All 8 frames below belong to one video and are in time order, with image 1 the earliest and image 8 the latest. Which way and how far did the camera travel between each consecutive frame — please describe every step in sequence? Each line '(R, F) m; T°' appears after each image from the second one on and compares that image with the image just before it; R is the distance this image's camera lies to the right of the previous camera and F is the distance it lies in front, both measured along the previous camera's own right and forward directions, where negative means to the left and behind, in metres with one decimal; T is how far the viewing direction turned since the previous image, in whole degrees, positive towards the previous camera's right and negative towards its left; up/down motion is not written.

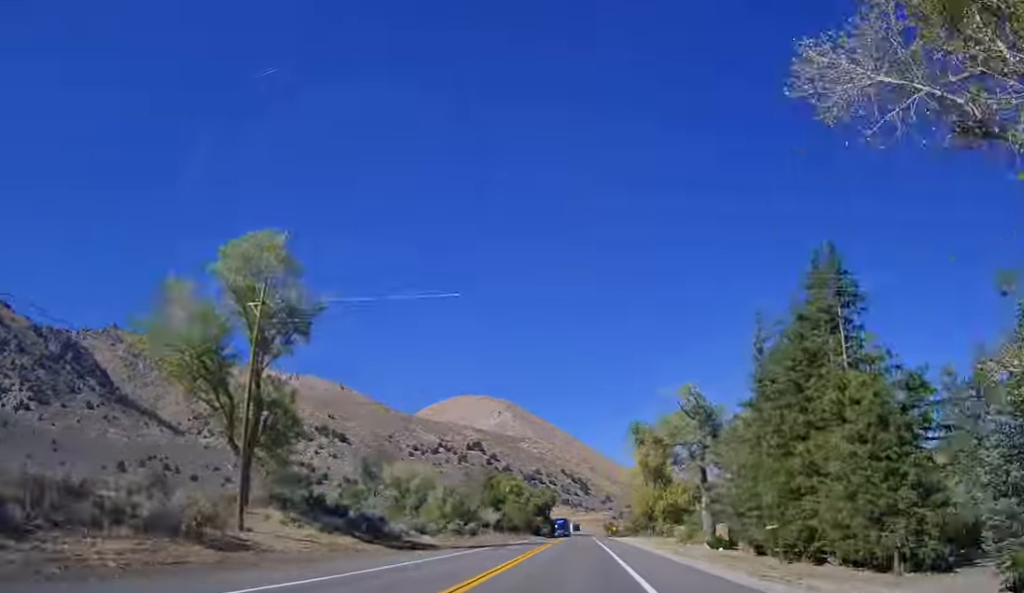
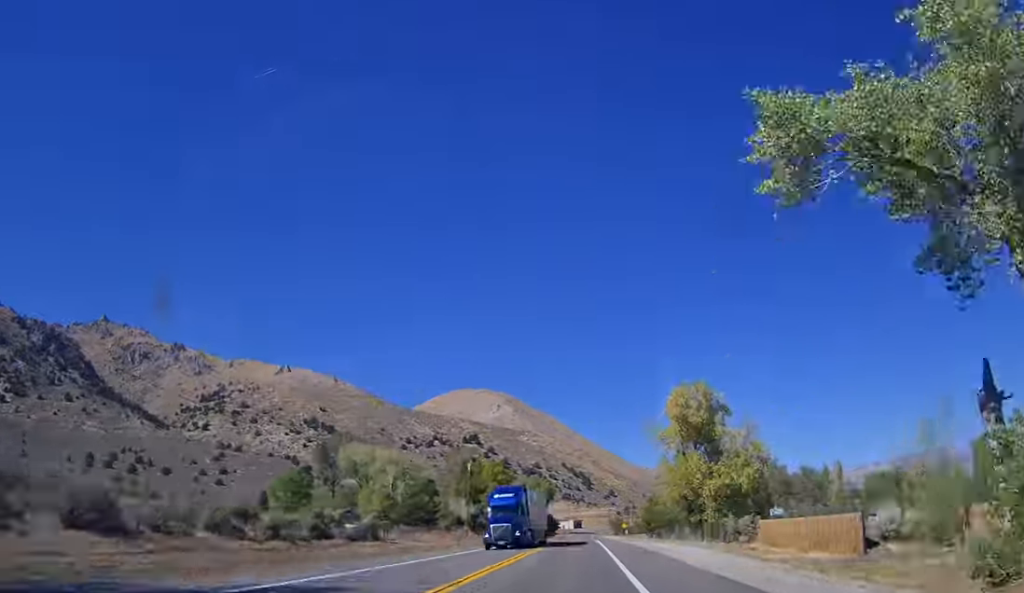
(-0.4, +43.9) m; 0°
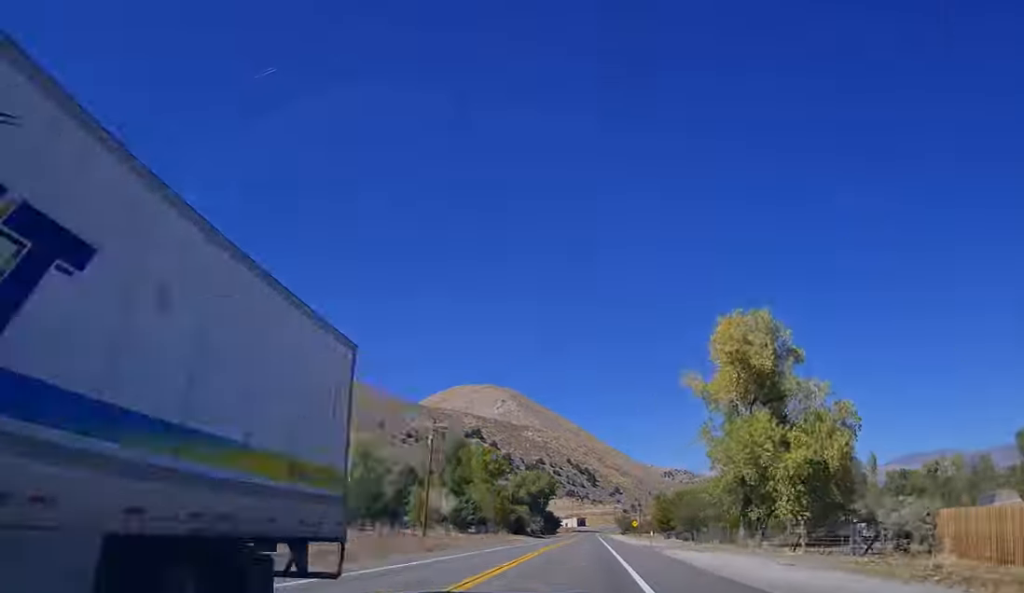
(+0.1, +24.4) m; 0°
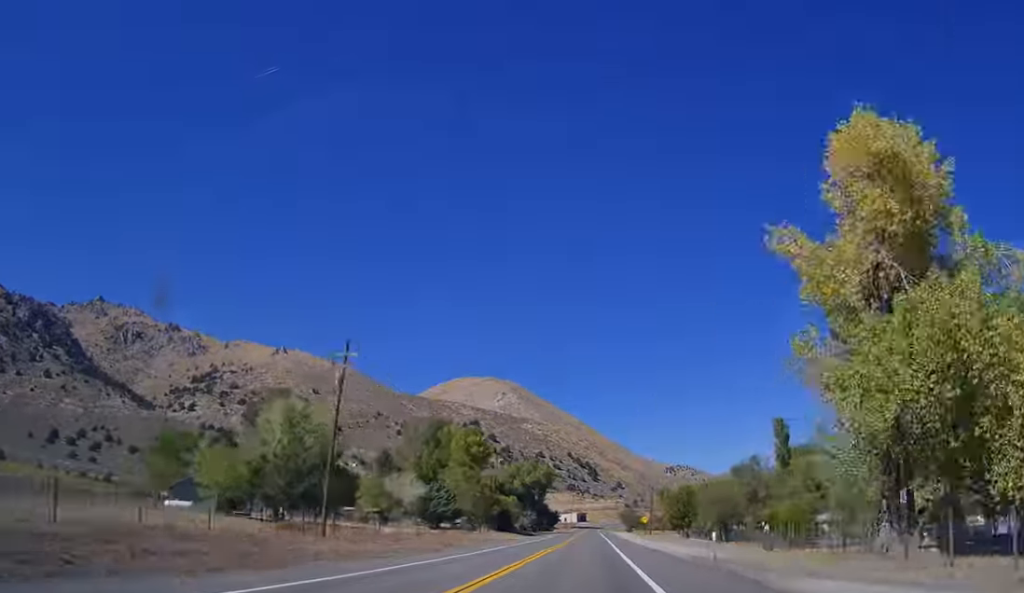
(0.0, +24.4) m; 0°
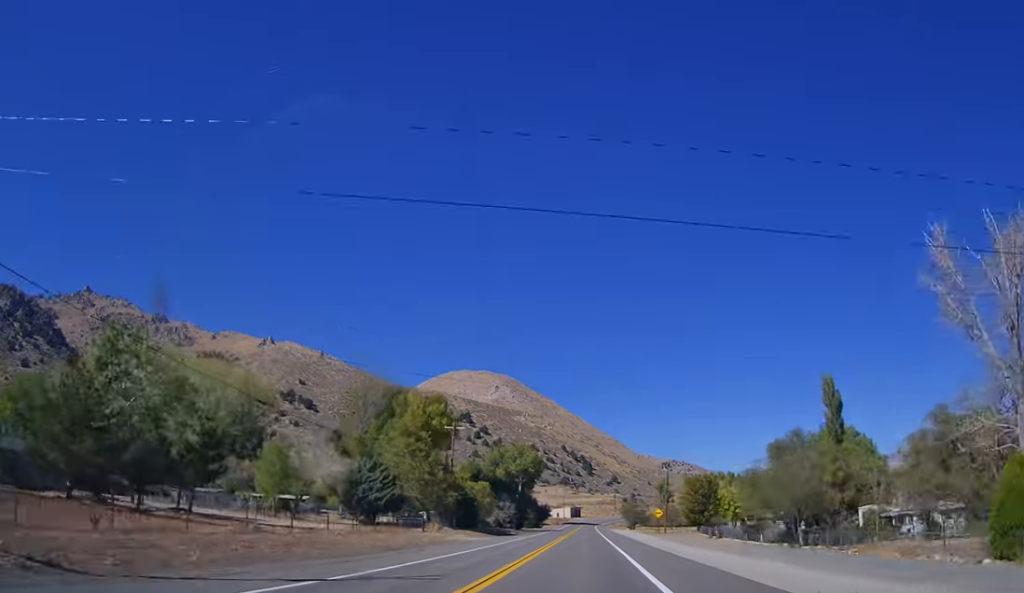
(0.0, +29.3) m; 0°
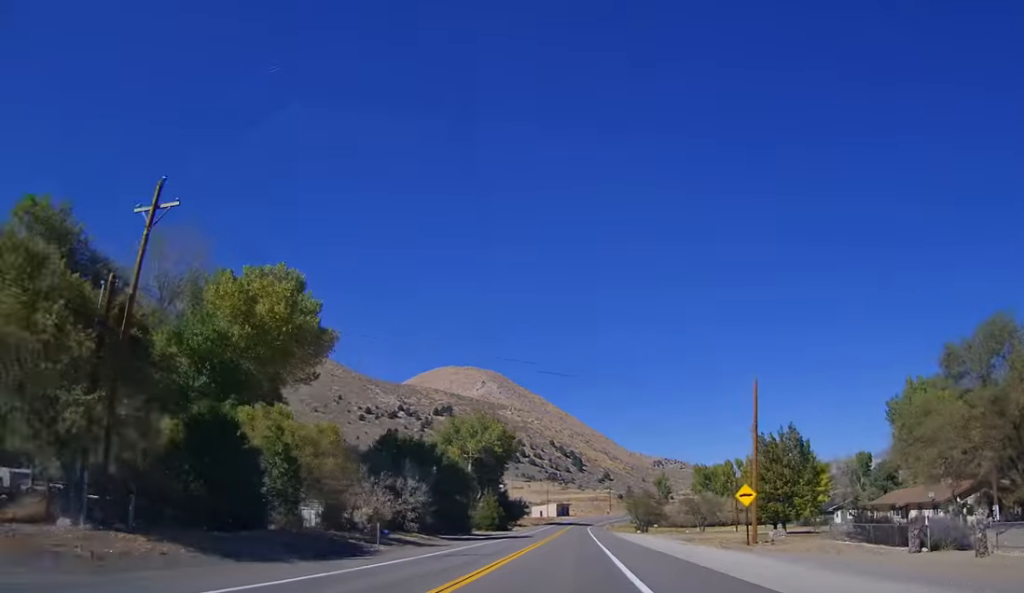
(0.0, +53.8) m; 0°
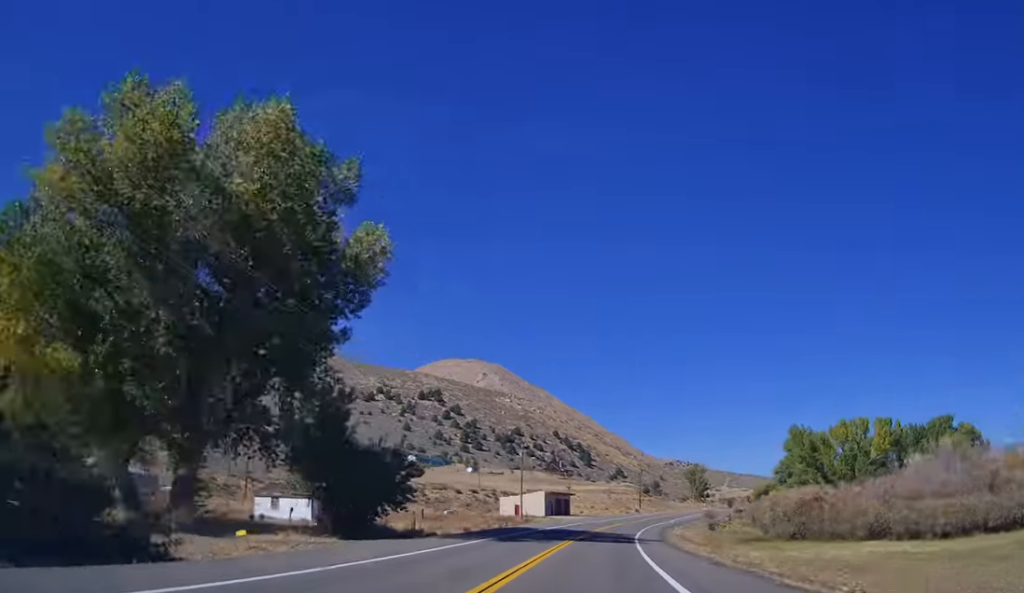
(+0.1, +110.5) m; +1°
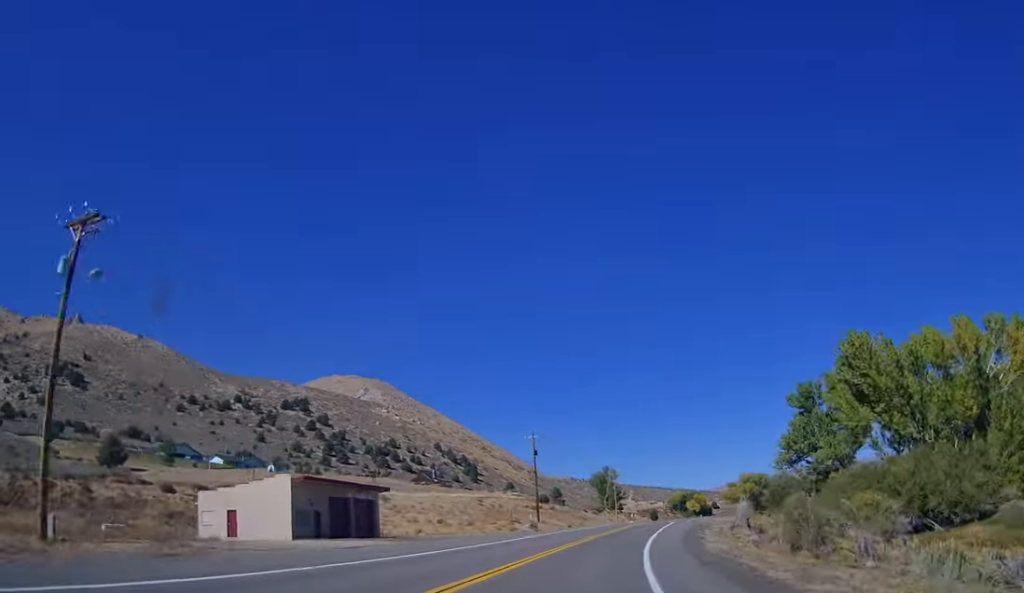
(+2.7, +78.8) m; +5°
